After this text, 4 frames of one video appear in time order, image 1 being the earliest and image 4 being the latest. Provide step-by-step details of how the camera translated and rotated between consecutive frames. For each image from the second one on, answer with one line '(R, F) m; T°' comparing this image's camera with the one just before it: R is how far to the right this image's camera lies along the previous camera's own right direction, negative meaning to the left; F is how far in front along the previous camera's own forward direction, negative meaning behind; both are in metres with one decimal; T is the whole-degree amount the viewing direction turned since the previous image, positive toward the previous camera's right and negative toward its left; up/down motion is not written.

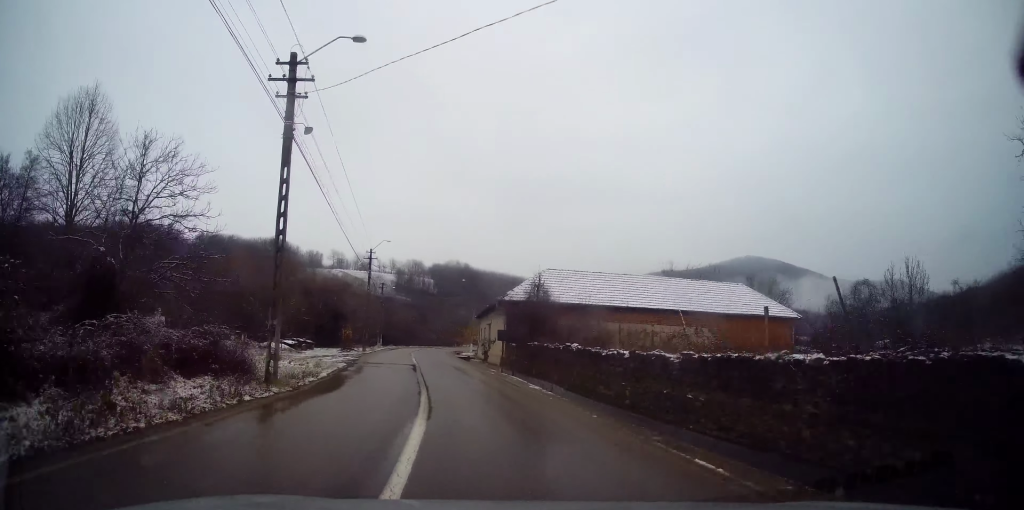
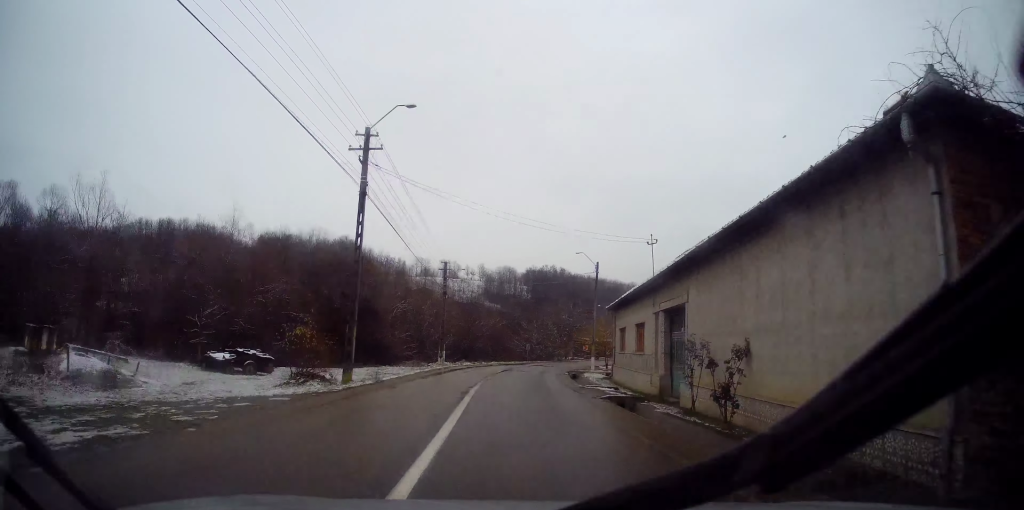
(-3.0, +27.3) m; -7°
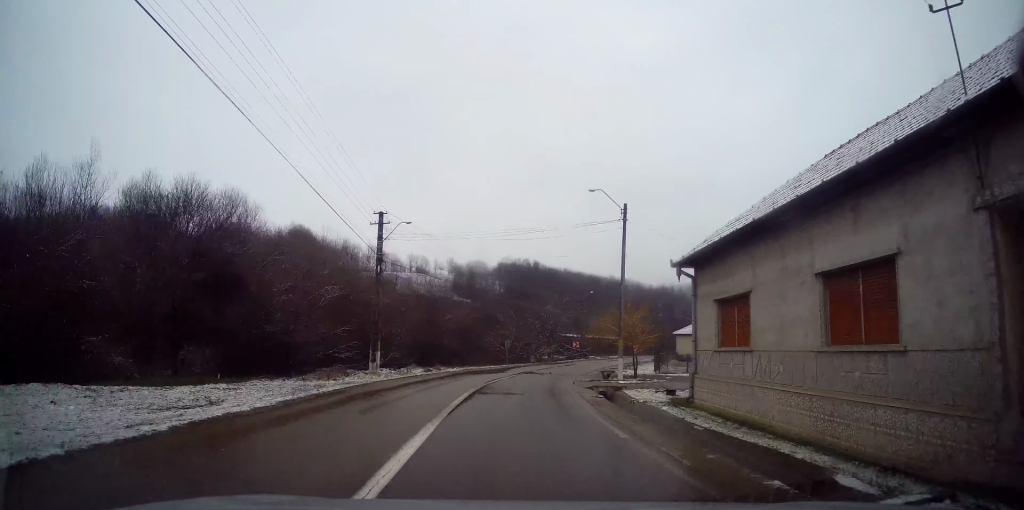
(+0.4, +16.7) m; +2°
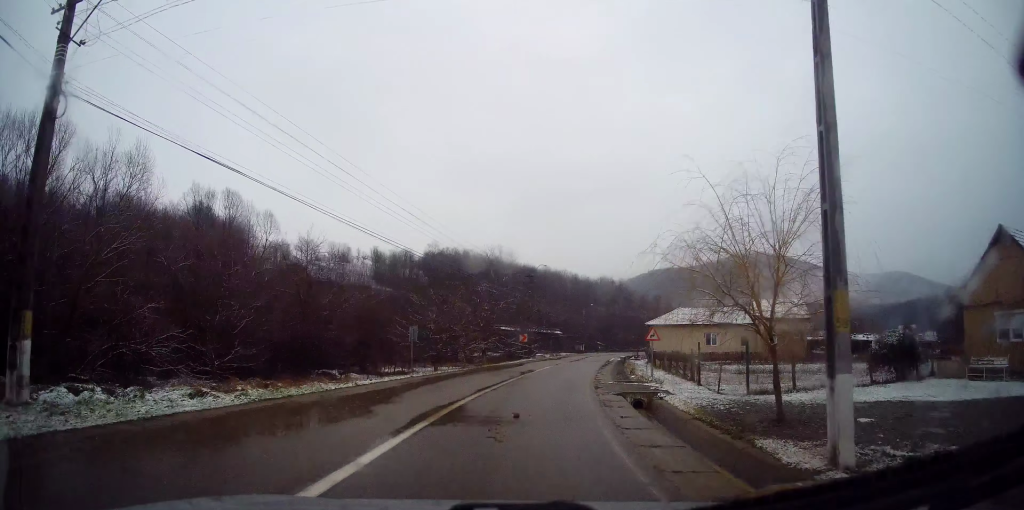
(+0.4, +20.0) m; +6°
